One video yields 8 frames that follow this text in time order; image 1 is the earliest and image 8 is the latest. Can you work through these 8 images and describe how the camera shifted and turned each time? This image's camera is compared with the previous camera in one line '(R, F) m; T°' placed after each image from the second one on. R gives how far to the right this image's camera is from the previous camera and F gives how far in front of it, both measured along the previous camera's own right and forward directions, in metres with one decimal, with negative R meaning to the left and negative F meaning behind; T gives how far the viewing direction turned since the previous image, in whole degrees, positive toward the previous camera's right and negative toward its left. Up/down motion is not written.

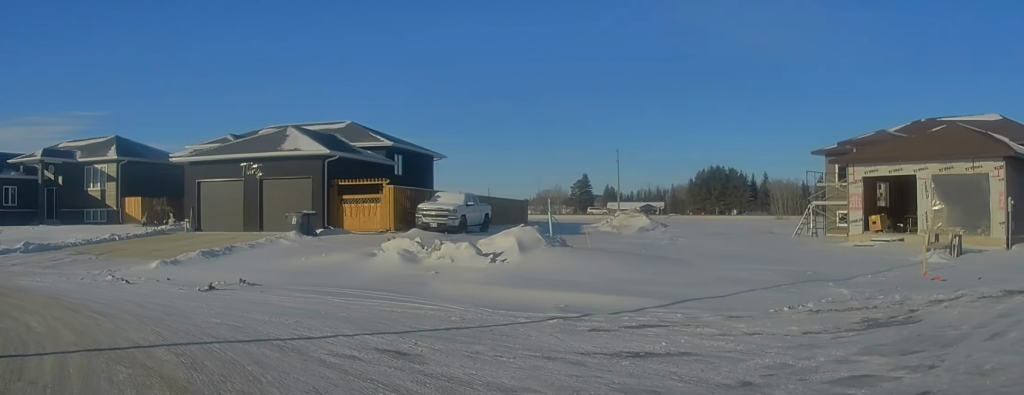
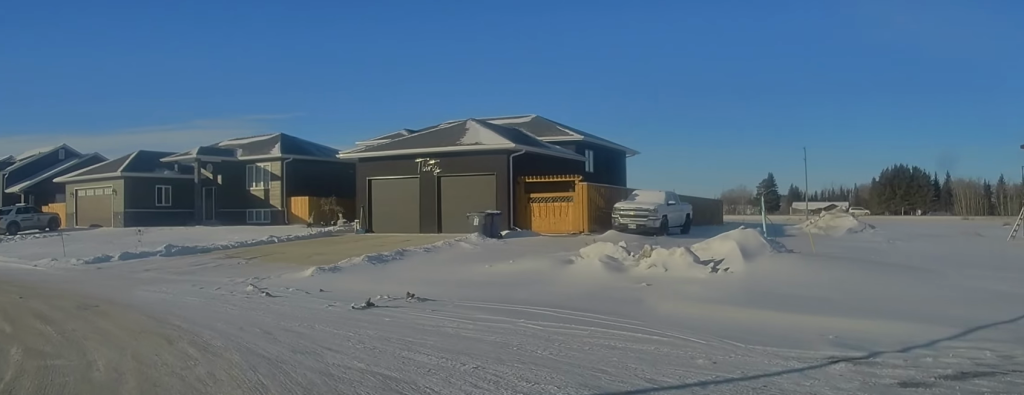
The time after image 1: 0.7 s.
(-0.4, +3.2) m; -13°
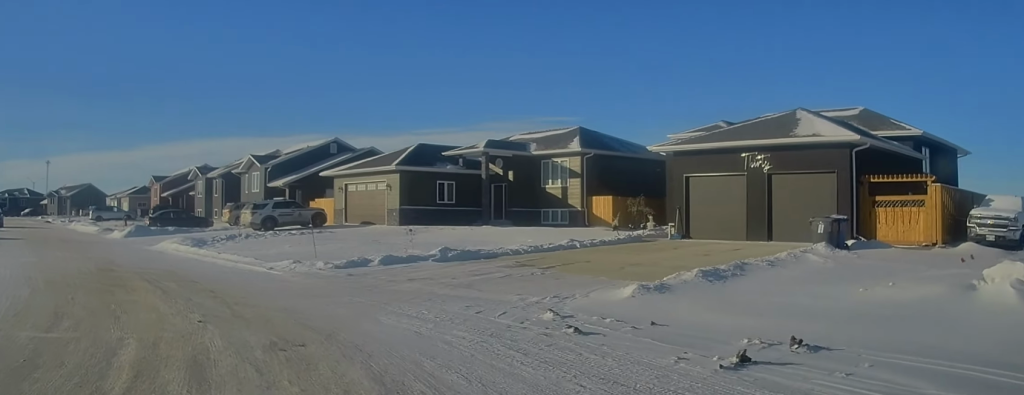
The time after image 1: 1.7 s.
(-0.7, +4.5) m; -22°
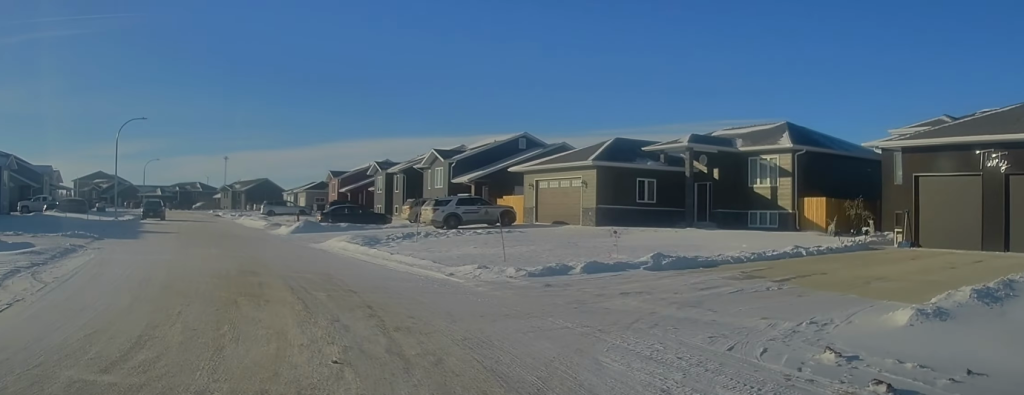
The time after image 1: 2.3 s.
(-0.2, +2.9) m; -14°
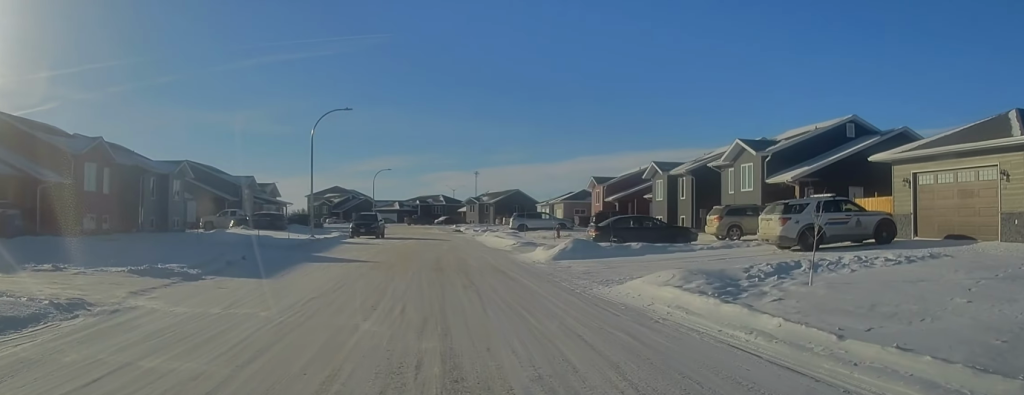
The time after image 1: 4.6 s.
(-3.5, +13.2) m; -21°
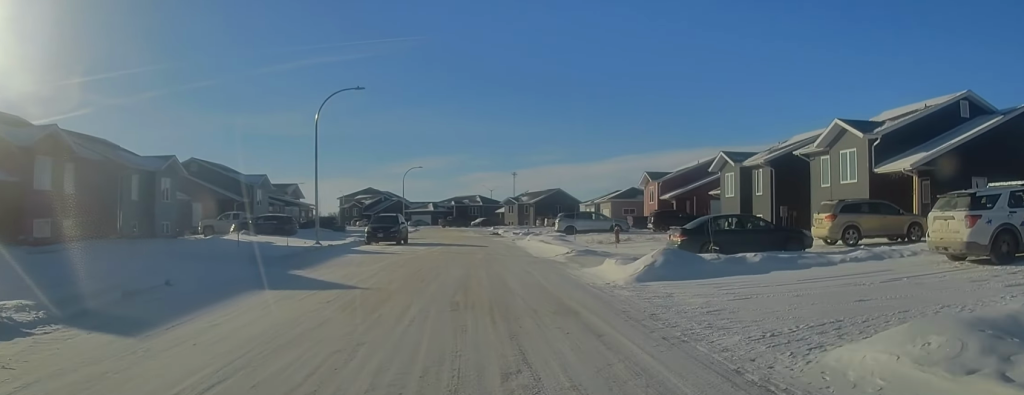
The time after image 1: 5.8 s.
(-0.5, +8.3) m; -3°
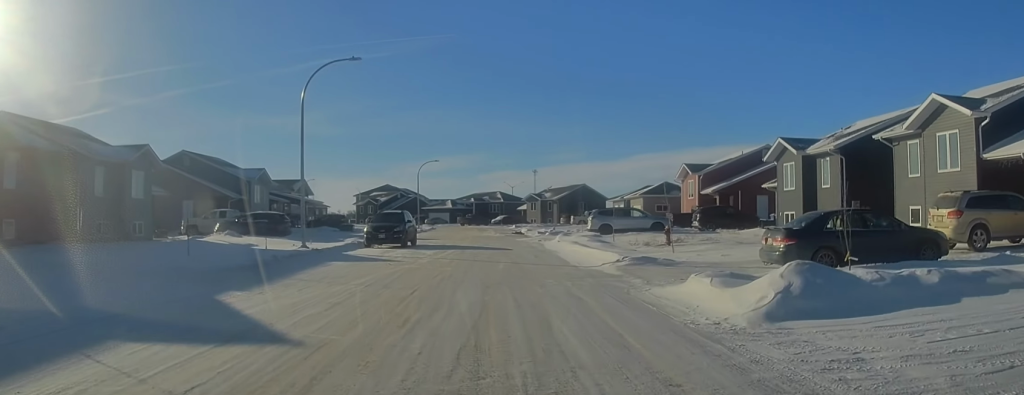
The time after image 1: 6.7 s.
(0.0, +6.6) m; 0°
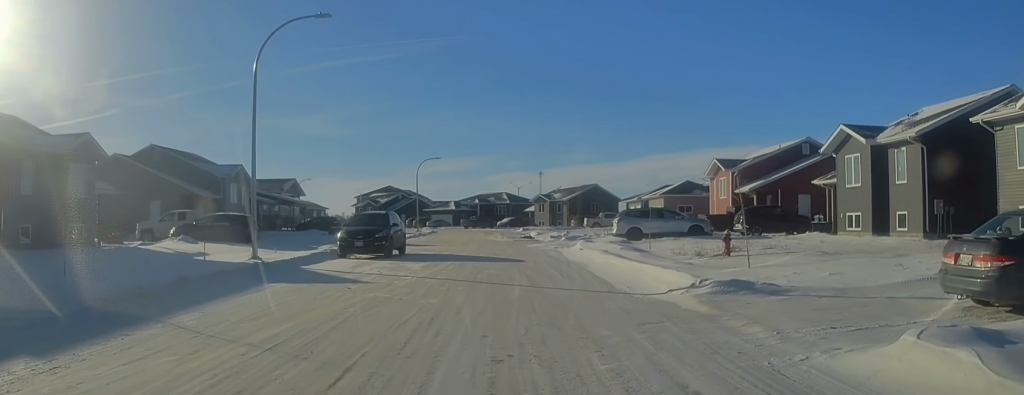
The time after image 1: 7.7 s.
(0.0, +7.2) m; 0°
